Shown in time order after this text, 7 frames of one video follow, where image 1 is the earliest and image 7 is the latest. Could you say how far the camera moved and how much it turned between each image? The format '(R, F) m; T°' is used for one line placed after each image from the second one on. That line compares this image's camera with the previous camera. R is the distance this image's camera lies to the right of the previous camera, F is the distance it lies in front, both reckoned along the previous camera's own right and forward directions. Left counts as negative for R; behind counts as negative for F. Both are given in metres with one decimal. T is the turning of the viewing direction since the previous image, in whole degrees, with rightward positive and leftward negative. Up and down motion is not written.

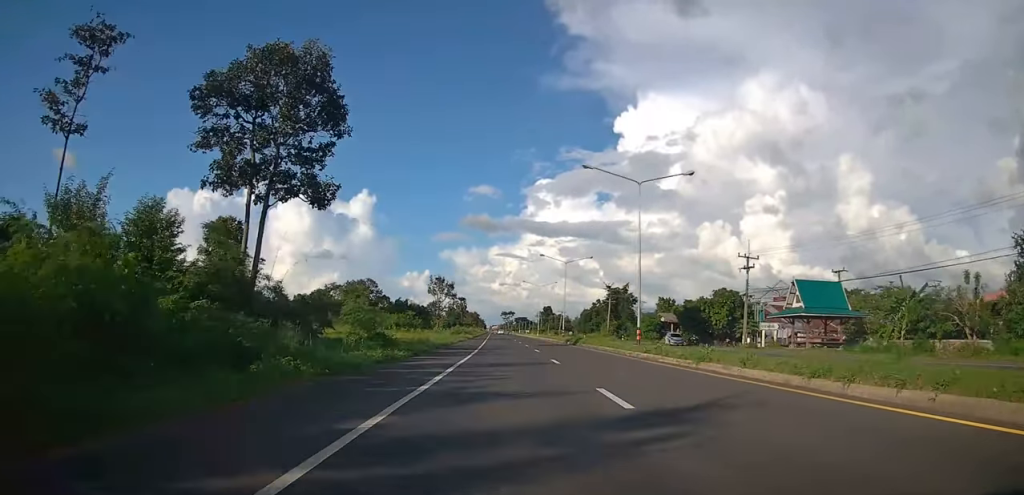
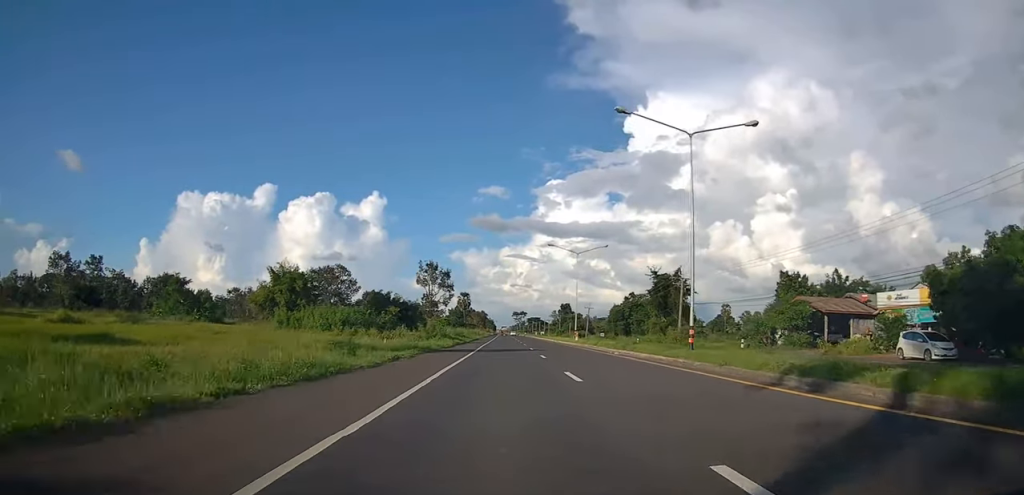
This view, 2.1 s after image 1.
(0.0, +43.2) m; +2°
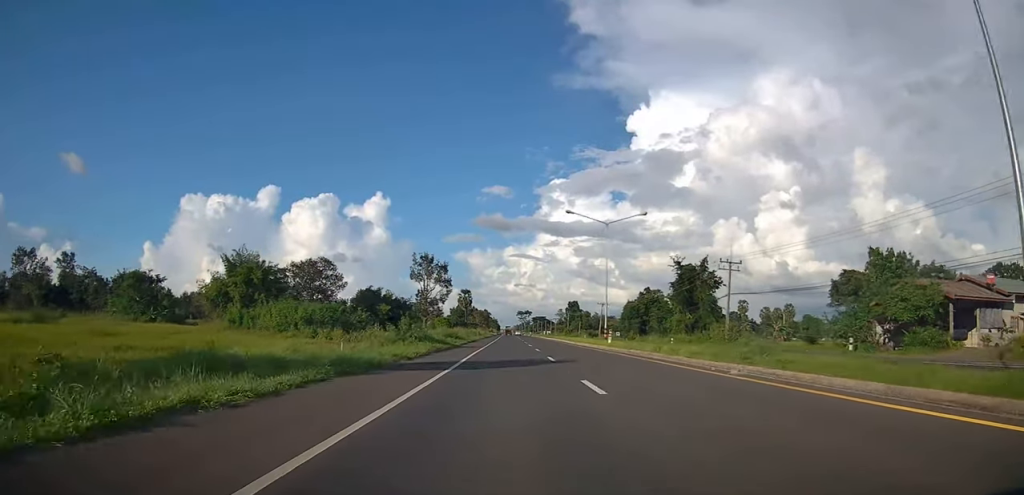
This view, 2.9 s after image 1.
(+0.1, +15.3) m; 0°
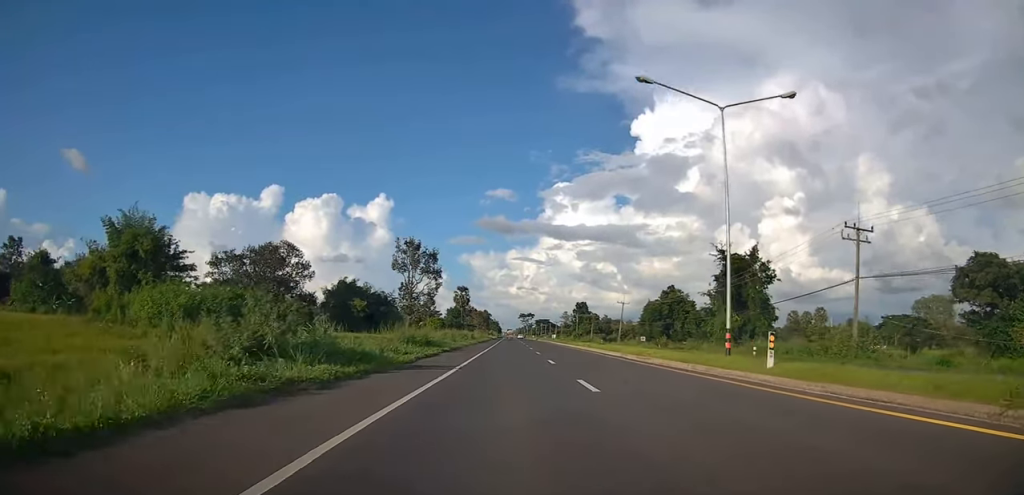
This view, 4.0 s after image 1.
(0.0, +23.1) m; -2°
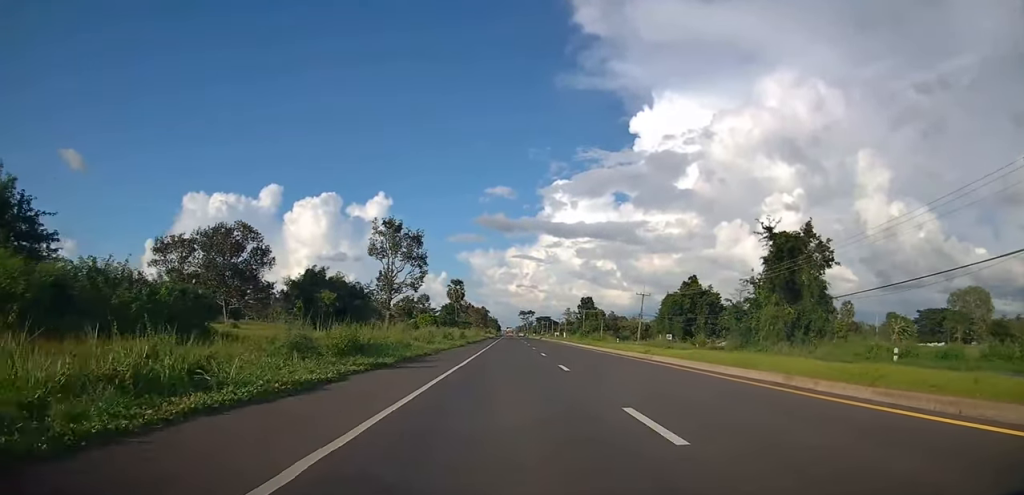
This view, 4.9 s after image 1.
(-0.6, +17.9) m; 0°
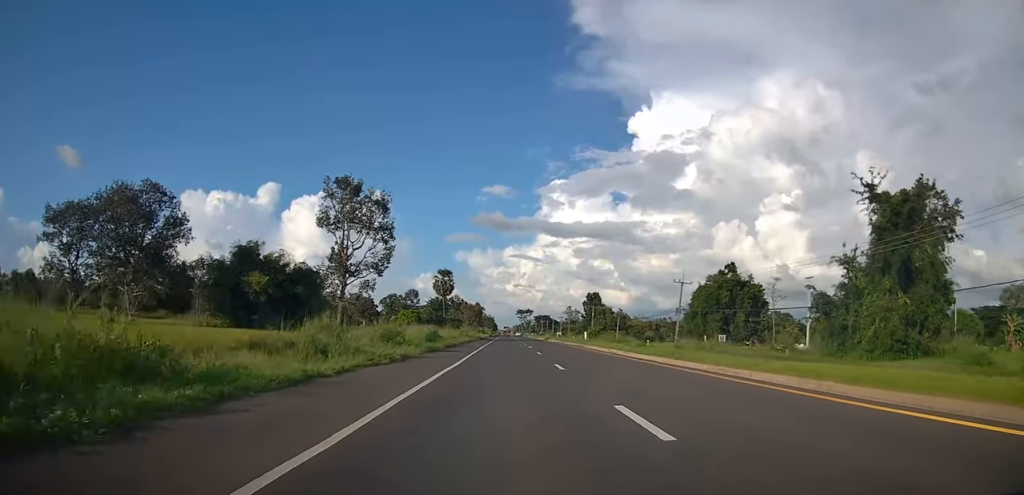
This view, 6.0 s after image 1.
(+0.5, +23.6) m; 0°
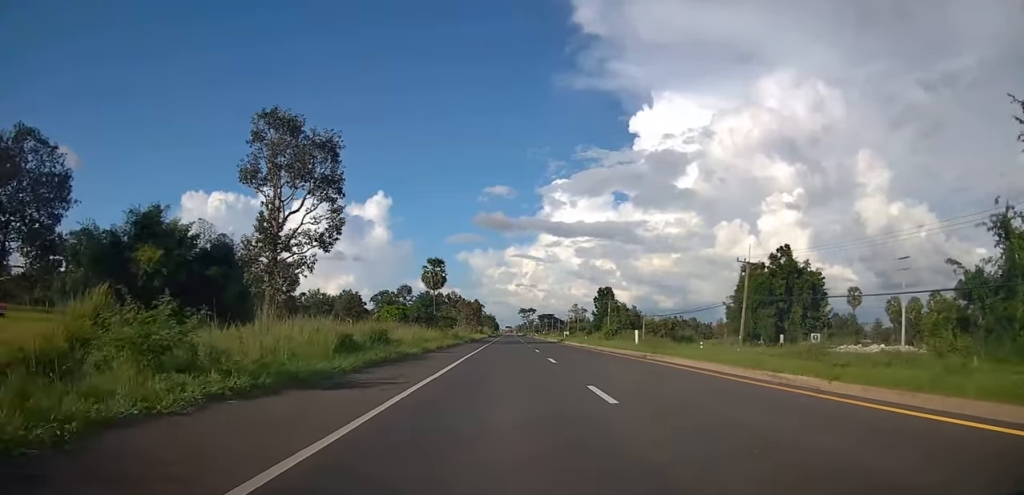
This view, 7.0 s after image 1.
(-0.7, +20.7) m; 0°
